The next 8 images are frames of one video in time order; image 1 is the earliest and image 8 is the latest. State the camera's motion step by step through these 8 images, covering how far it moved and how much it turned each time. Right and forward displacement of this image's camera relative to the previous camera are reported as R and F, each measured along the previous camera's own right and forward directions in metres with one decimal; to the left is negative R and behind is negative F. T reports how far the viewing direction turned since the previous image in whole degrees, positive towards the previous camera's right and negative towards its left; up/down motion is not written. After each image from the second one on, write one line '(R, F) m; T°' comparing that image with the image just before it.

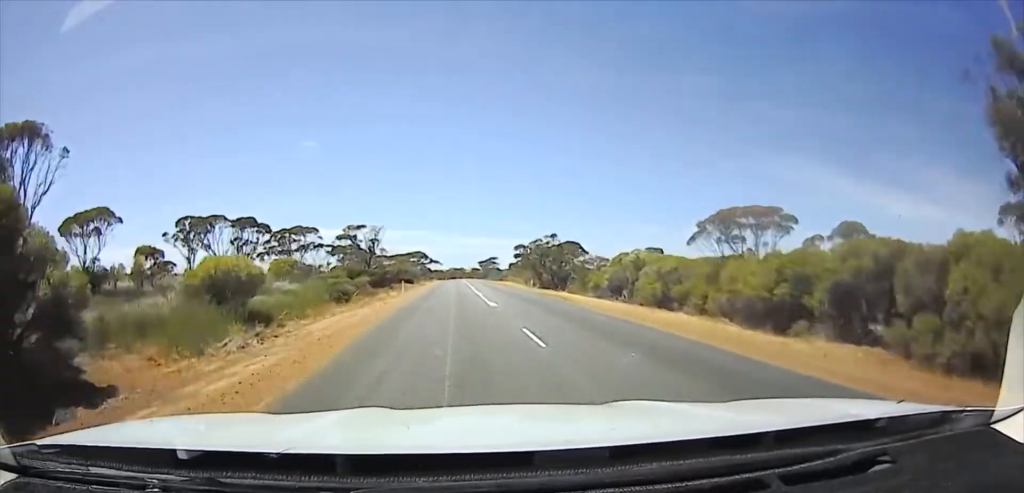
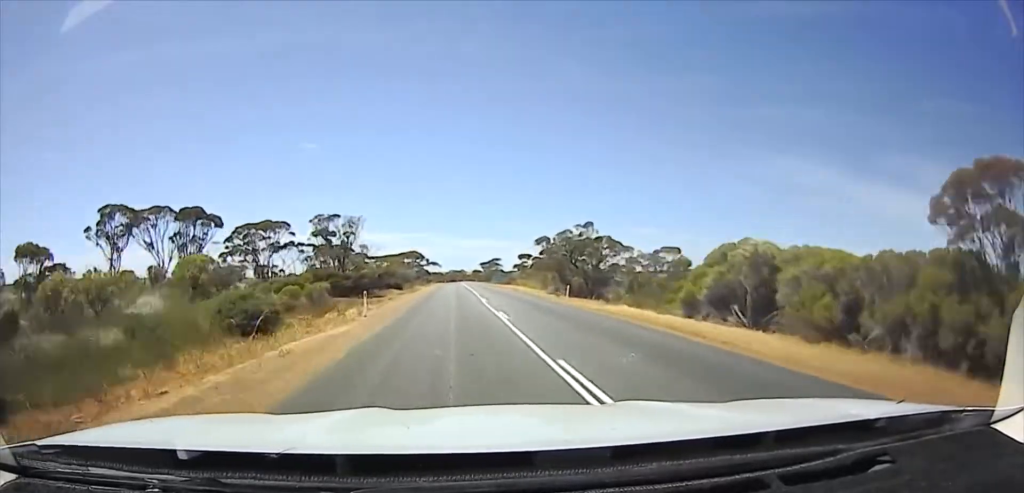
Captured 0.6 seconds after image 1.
(-0.2, +21.0) m; 0°
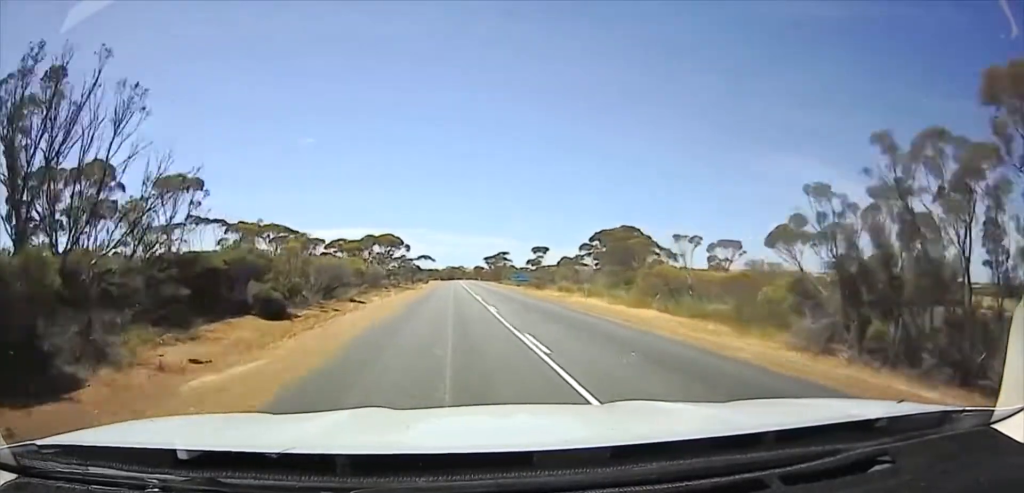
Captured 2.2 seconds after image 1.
(+0.3, +57.3) m; 0°
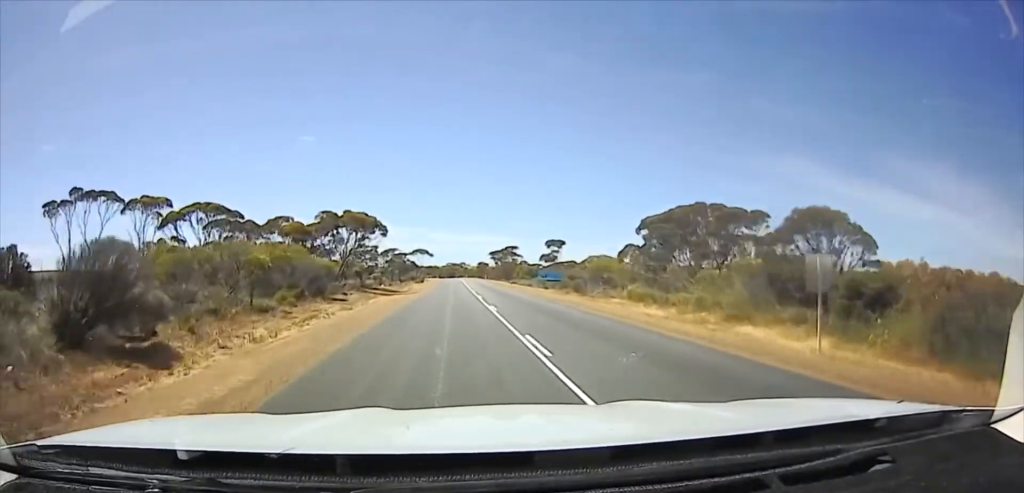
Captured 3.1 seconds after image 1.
(-0.1, +32.3) m; 0°
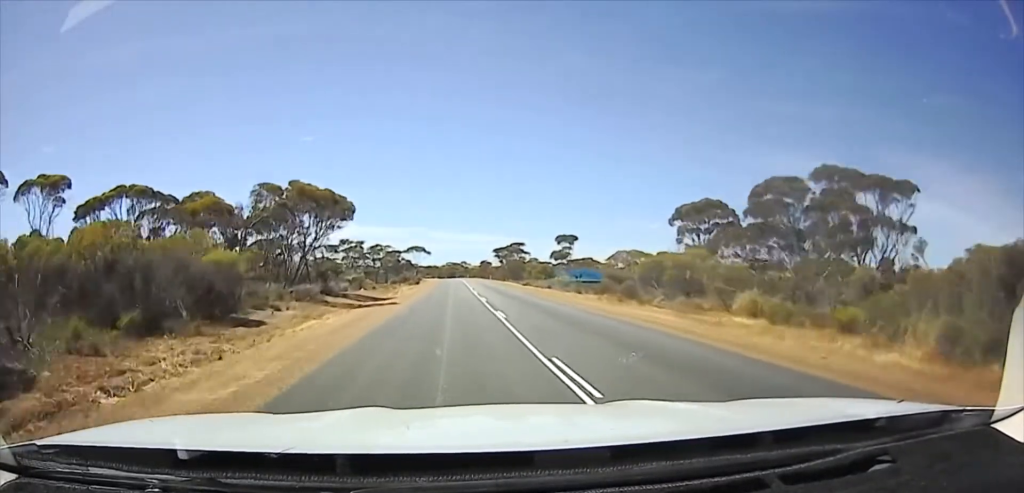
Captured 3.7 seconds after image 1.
(0.0, +20.4) m; 0°
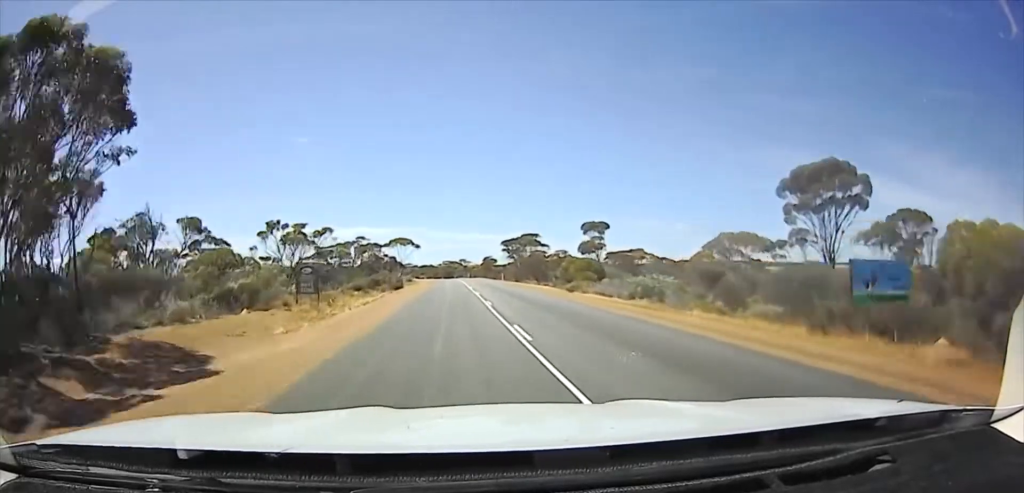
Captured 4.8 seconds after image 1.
(+0.1, +40.9) m; 0°
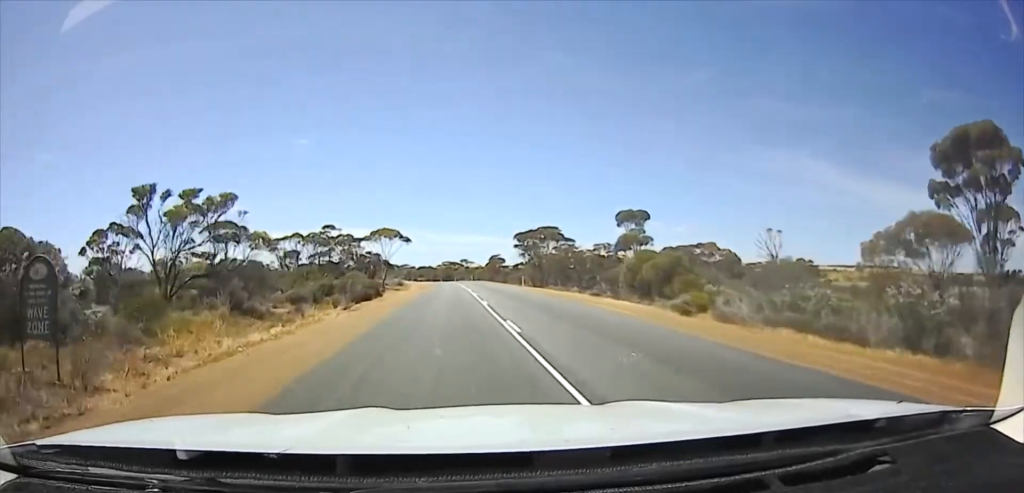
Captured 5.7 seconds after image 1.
(+0.1, +29.8) m; 0°
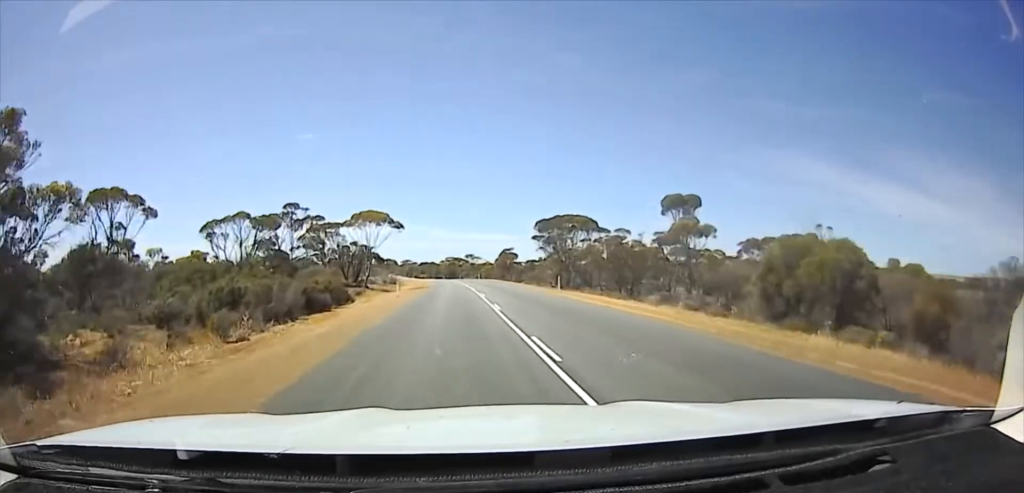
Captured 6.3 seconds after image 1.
(0.0, +22.3) m; 0°
